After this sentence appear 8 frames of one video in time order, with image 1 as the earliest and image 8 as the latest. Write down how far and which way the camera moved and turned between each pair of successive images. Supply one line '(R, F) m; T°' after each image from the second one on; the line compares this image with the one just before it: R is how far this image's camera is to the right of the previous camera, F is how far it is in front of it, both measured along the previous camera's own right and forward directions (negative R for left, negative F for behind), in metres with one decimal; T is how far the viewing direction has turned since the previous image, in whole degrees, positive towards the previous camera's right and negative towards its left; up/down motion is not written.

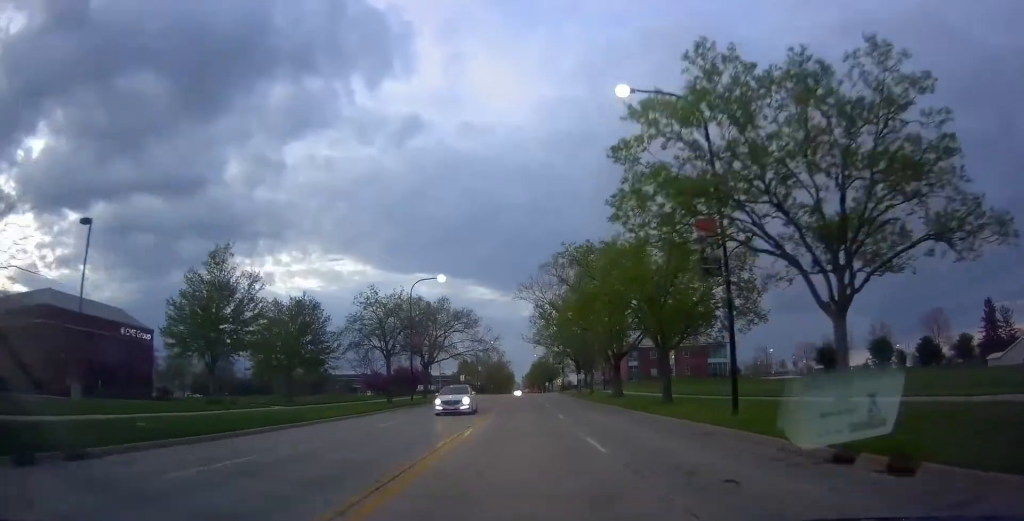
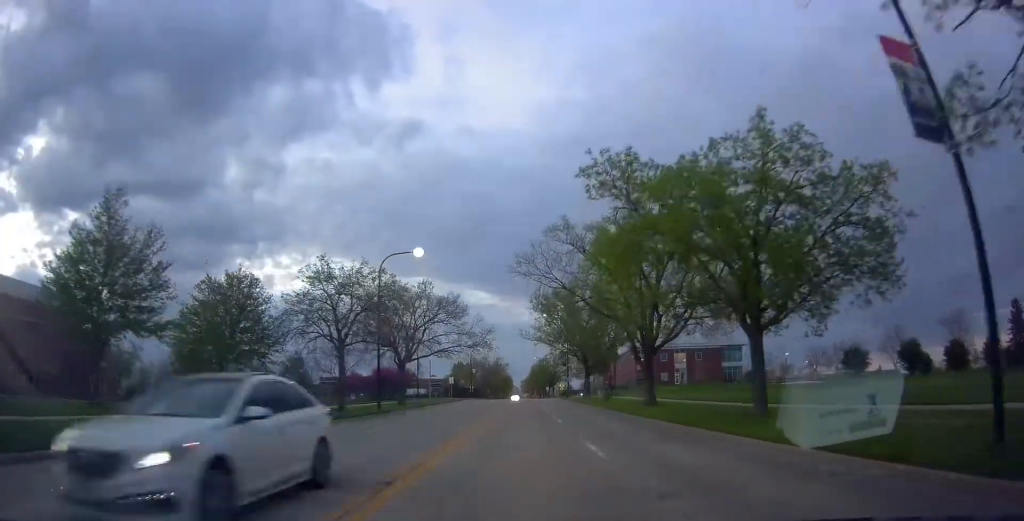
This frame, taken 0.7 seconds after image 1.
(0.0, +11.3) m; 0°
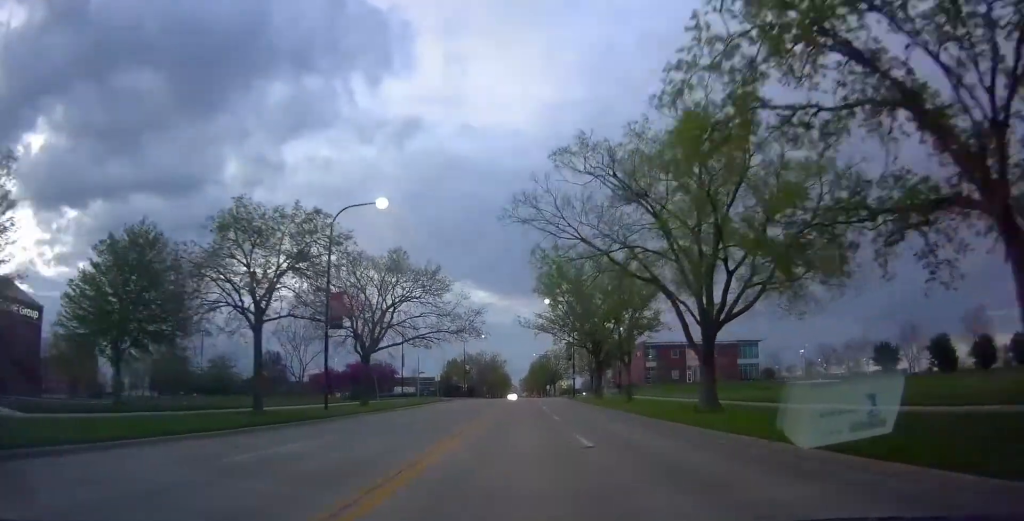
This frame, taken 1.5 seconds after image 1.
(0.0, +11.2) m; 0°
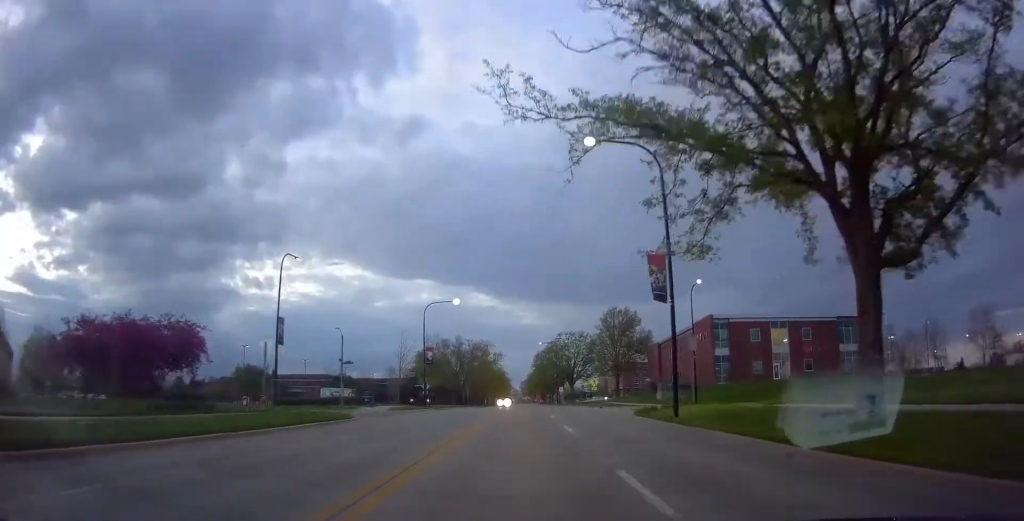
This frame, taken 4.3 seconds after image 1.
(0.0, +42.7) m; 0°
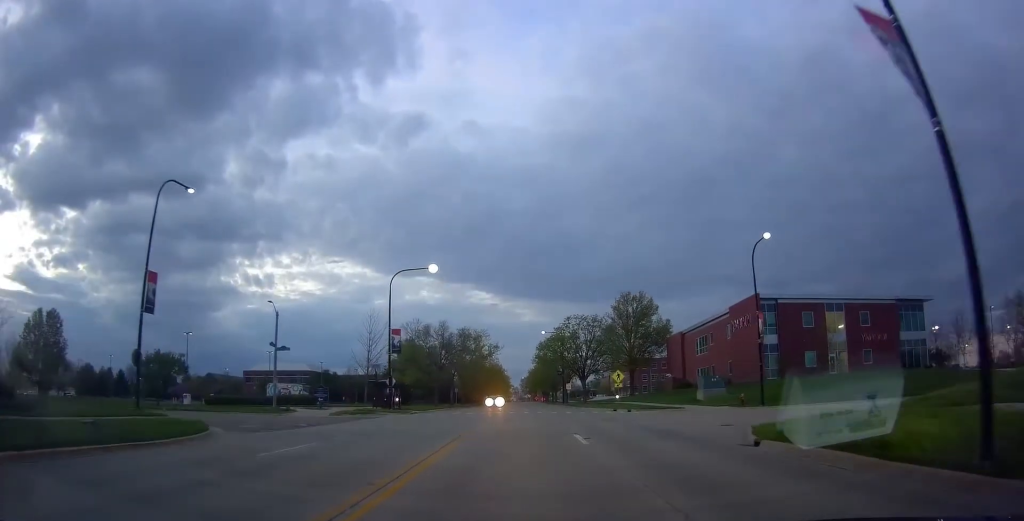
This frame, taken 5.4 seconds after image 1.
(0.0, +16.3) m; 0°
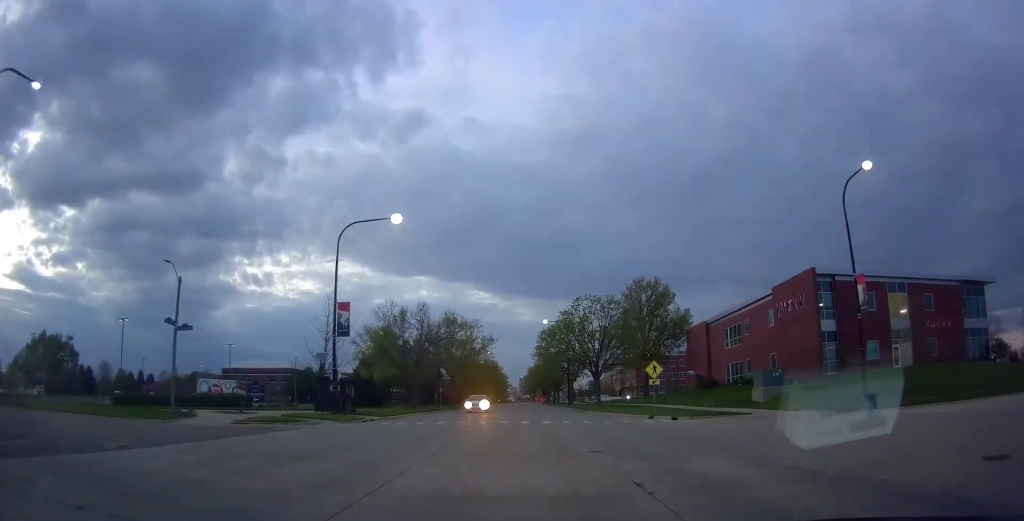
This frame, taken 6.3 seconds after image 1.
(0.0, +13.1) m; 0°
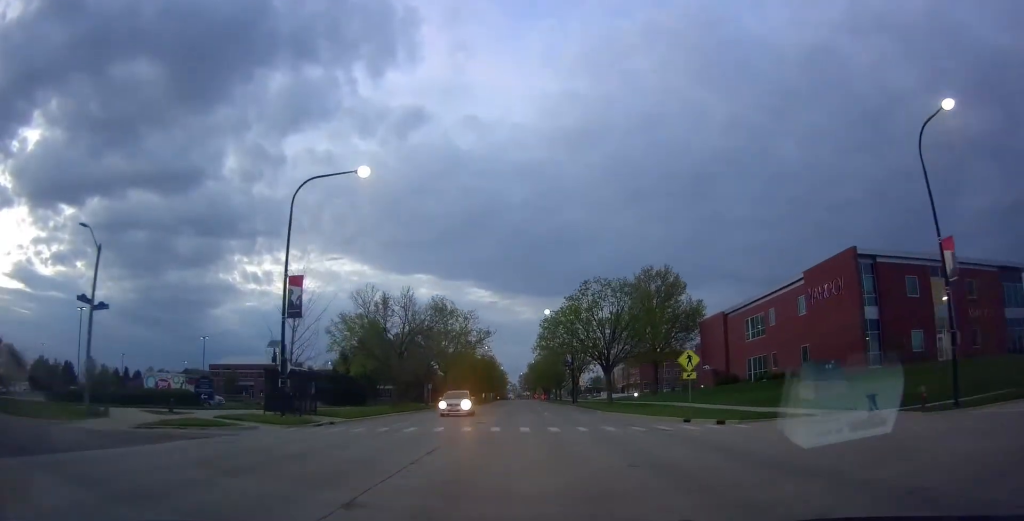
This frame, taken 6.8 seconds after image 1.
(0.0, +7.7) m; 0°
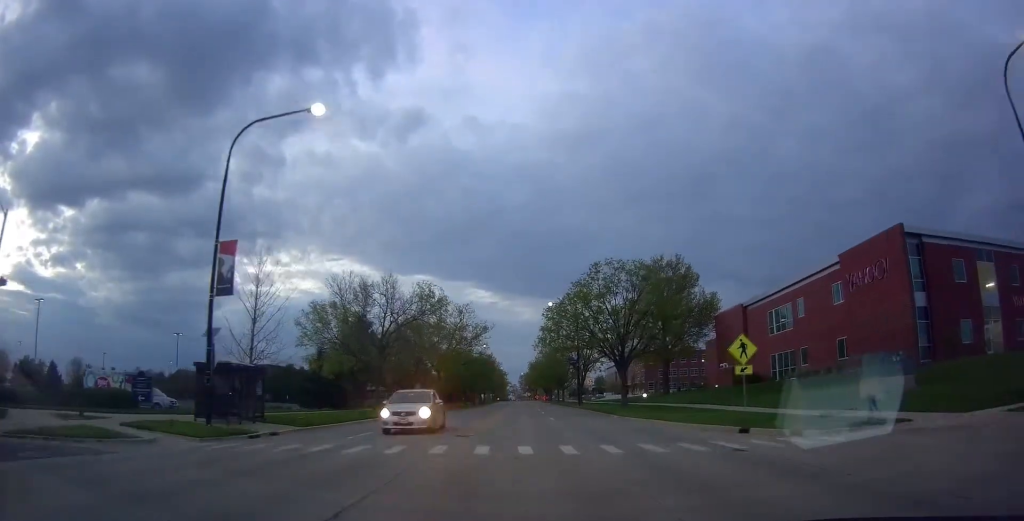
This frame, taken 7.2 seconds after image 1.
(0.0, +6.2) m; 0°
